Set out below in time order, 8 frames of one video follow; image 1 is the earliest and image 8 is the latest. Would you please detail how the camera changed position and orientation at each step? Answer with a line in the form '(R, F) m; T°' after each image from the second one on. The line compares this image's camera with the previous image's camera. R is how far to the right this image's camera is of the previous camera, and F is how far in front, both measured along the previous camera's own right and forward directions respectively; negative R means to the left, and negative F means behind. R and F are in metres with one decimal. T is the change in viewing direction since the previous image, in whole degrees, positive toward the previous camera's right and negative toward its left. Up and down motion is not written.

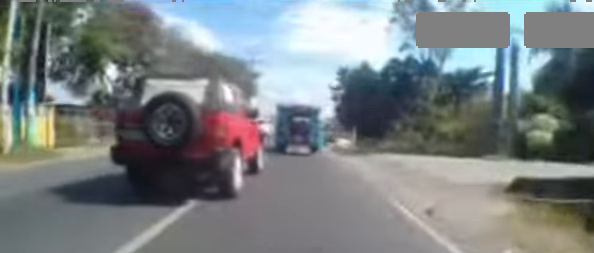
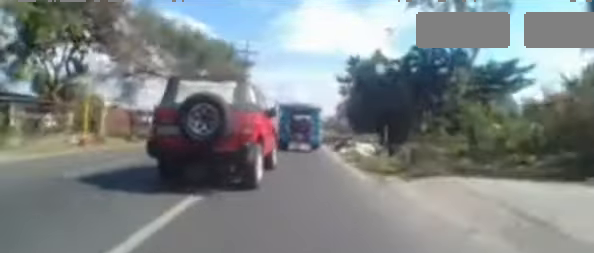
(+0.3, +5.2) m; +4°
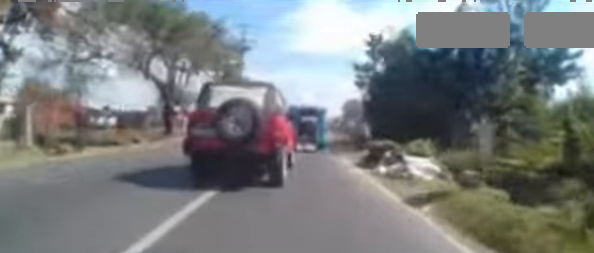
(0.0, +5.4) m; -3°
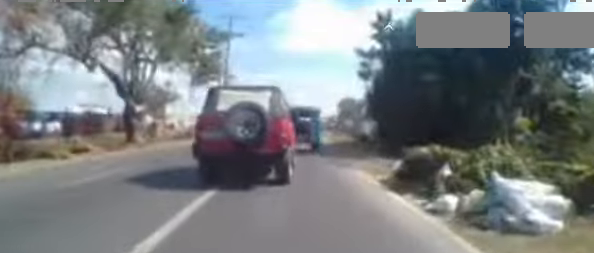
(-0.1, +3.8) m; +1°
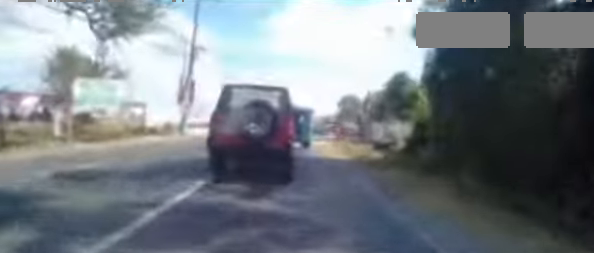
(+0.6, +9.3) m; +2°
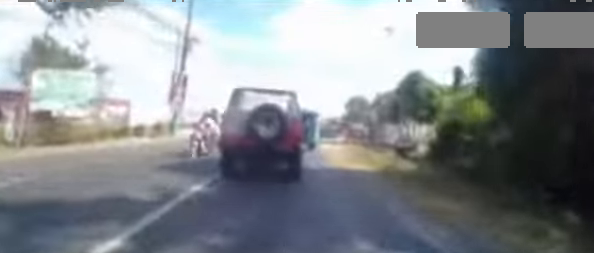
(0.0, +3.0) m; 0°
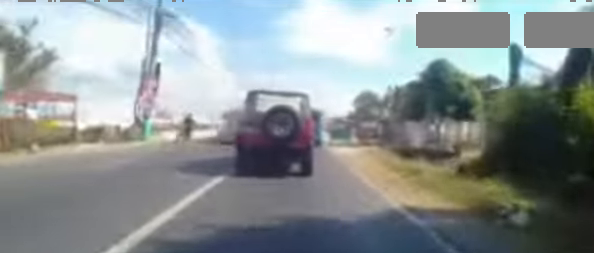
(-0.7, +4.7) m; 0°
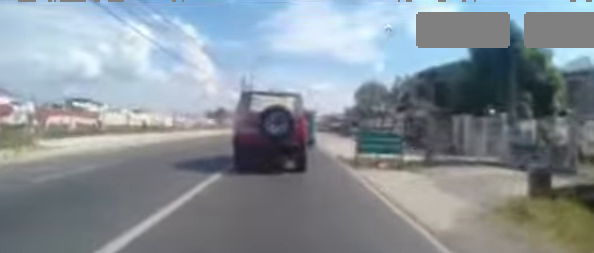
(+1.0, +10.1) m; 0°
